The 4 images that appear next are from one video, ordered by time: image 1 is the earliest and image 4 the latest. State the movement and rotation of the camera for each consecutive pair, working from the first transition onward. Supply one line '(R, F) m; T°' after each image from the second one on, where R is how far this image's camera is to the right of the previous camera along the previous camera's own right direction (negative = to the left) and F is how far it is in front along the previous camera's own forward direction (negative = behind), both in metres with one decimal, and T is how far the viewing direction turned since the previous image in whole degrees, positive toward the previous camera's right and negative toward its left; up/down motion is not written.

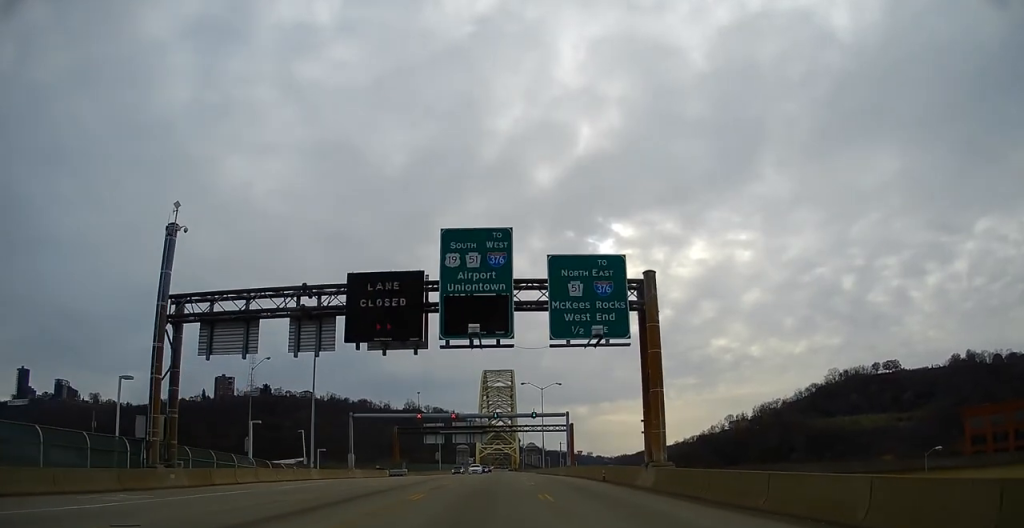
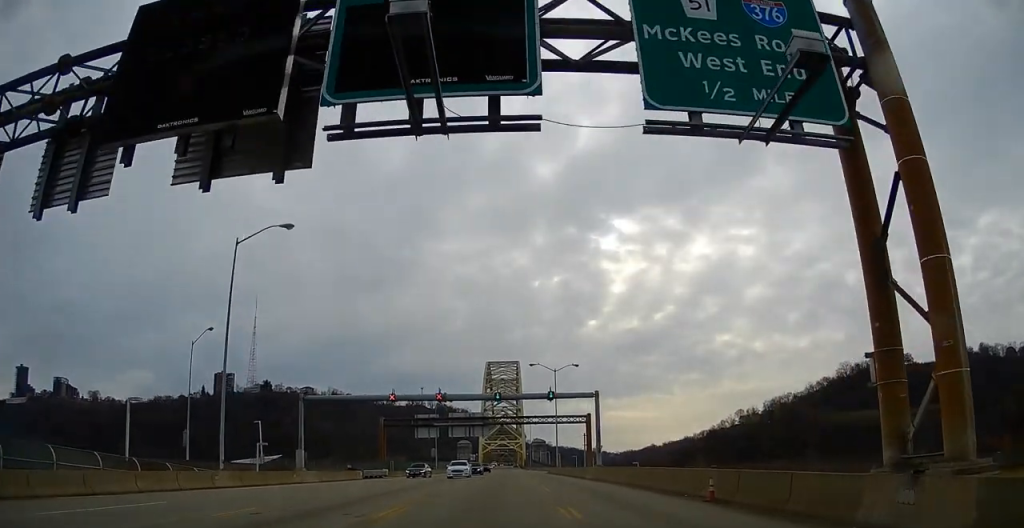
(+0.2, +17.7) m; +1°
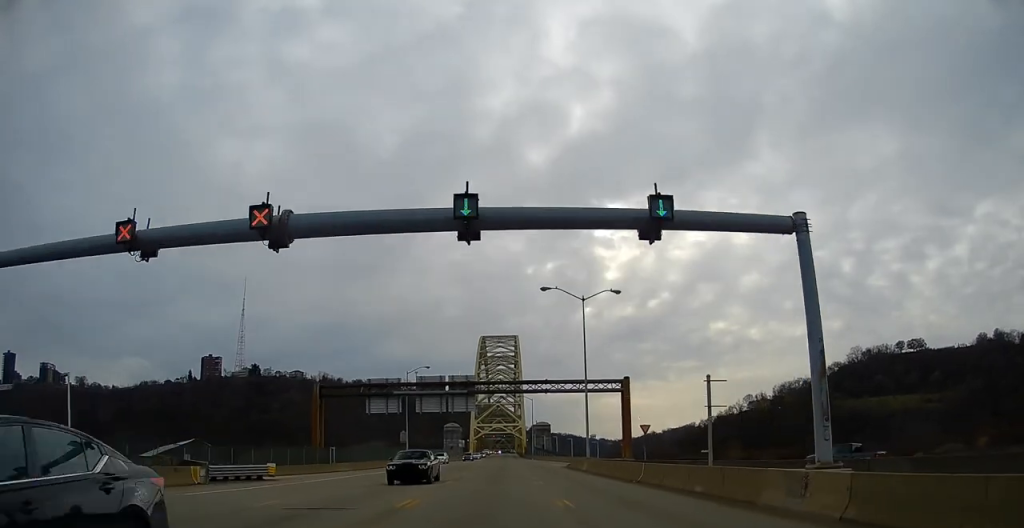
(-0.7, +33.1) m; -1°
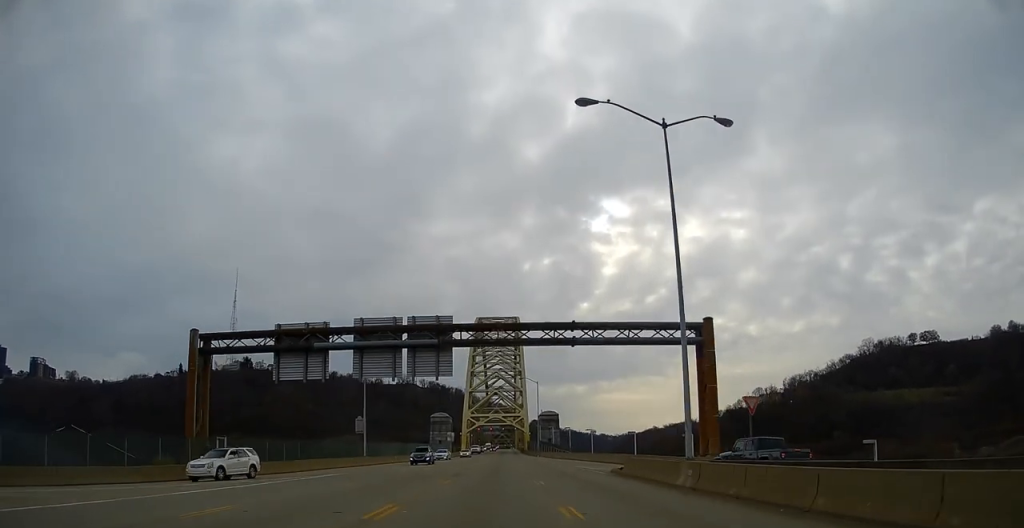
(+0.2, +27.0) m; -1°
